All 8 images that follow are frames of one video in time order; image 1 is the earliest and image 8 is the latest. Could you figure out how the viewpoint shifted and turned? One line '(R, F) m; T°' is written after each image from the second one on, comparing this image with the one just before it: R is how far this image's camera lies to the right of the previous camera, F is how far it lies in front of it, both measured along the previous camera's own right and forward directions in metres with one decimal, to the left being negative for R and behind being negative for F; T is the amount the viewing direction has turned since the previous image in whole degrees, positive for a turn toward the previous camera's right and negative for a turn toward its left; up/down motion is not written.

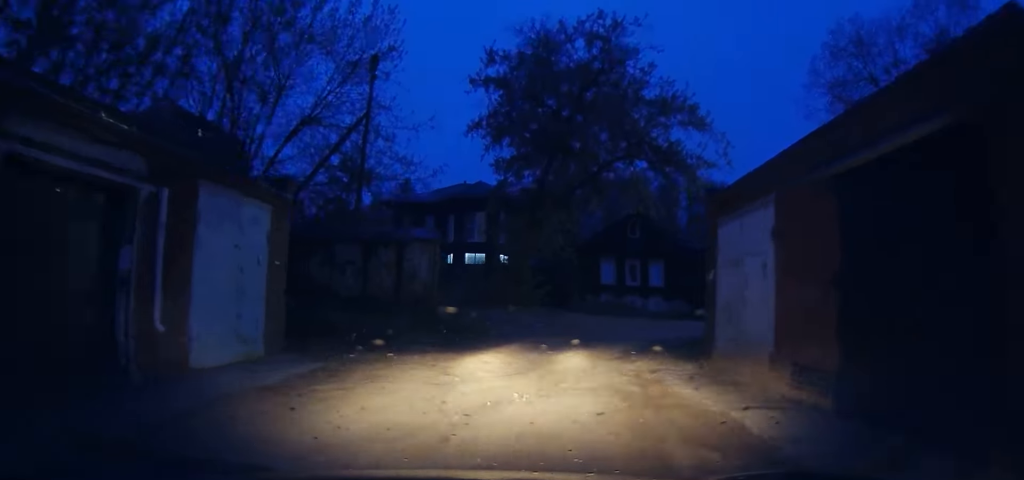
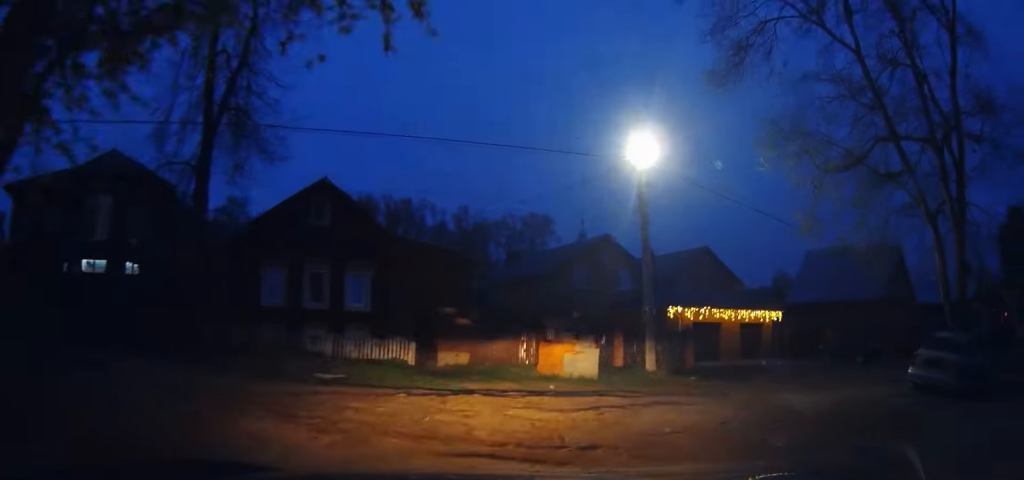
(+2.3, +13.3) m; +24°
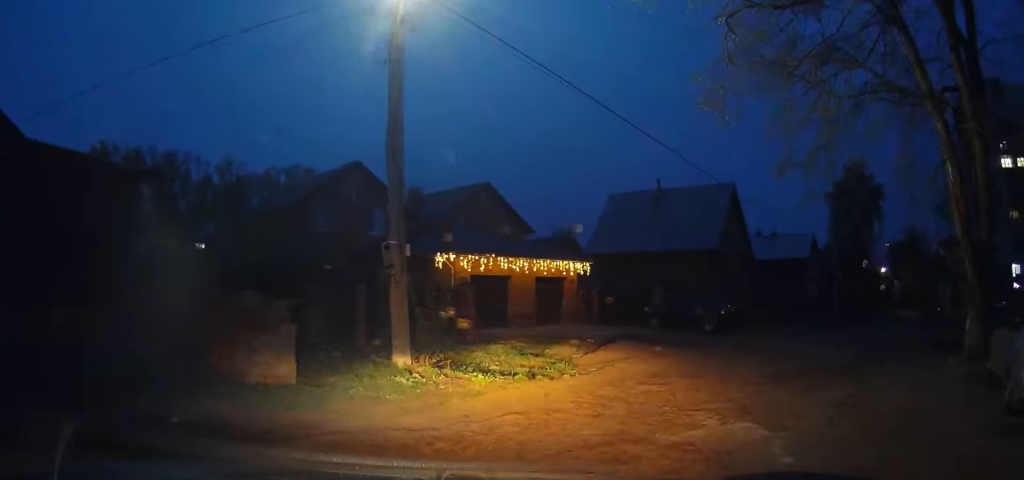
(+2.8, +11.8) m; +32°
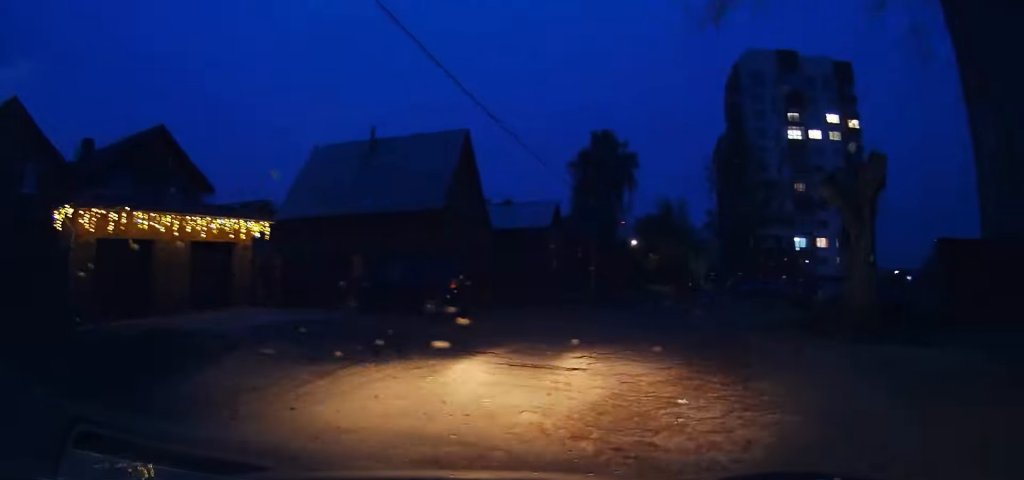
(+2.4, +9.7) m; +19°
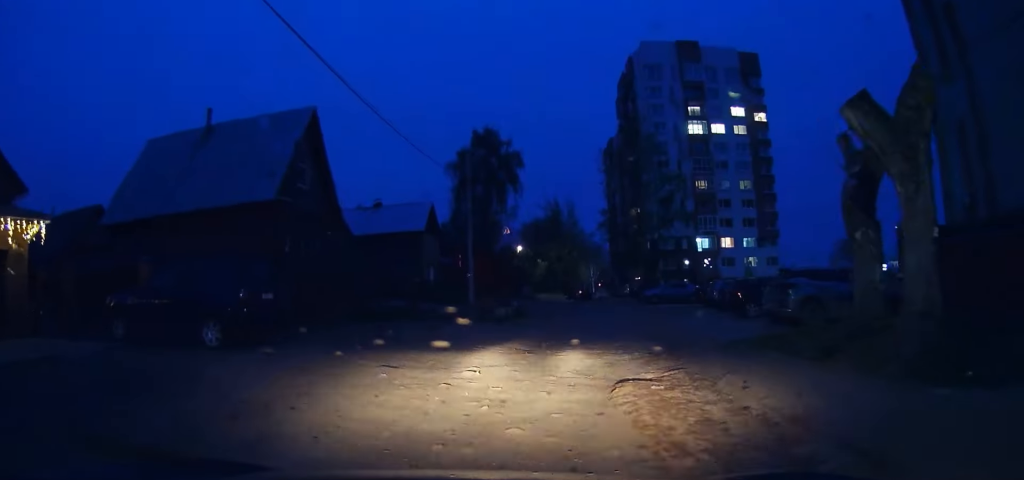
(+0.1, +7.0) m; +10°
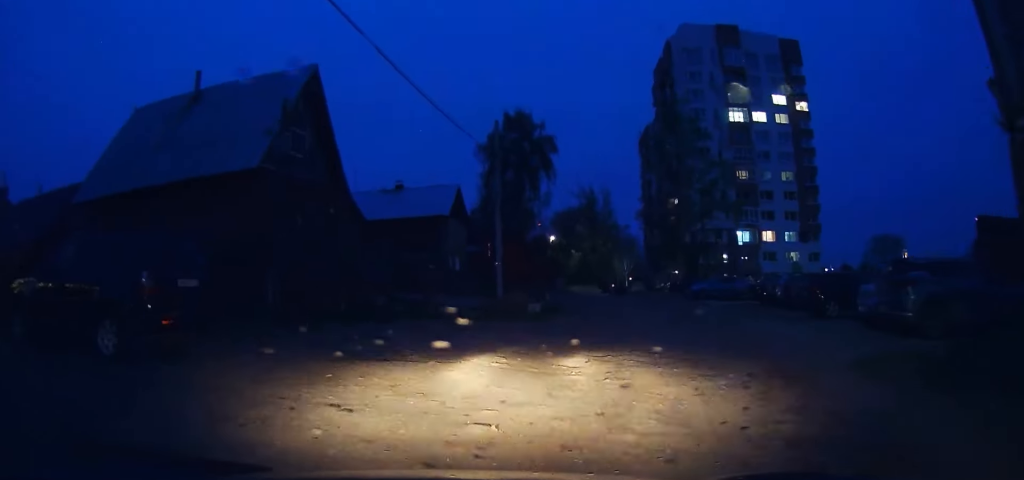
(+0.6, +4.8) m; +10°
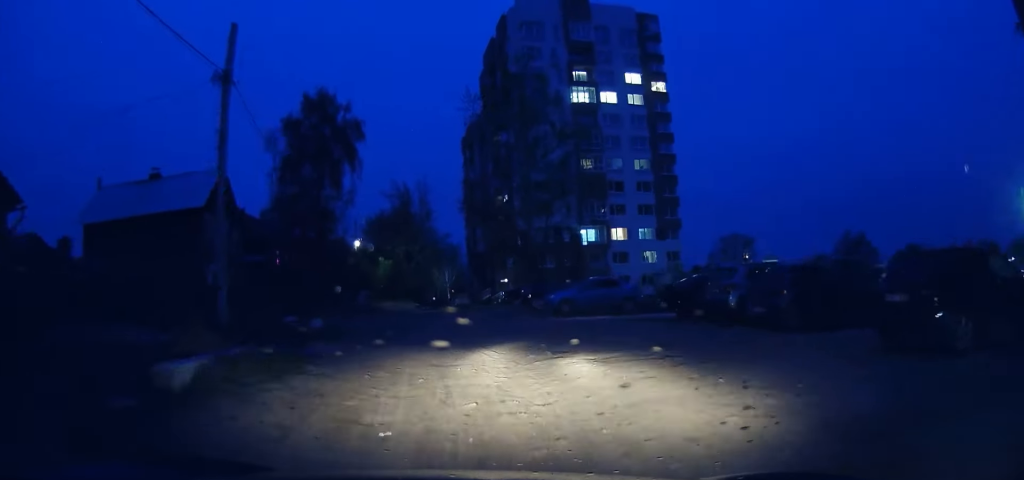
(+2.7, +12.1) m; +13°
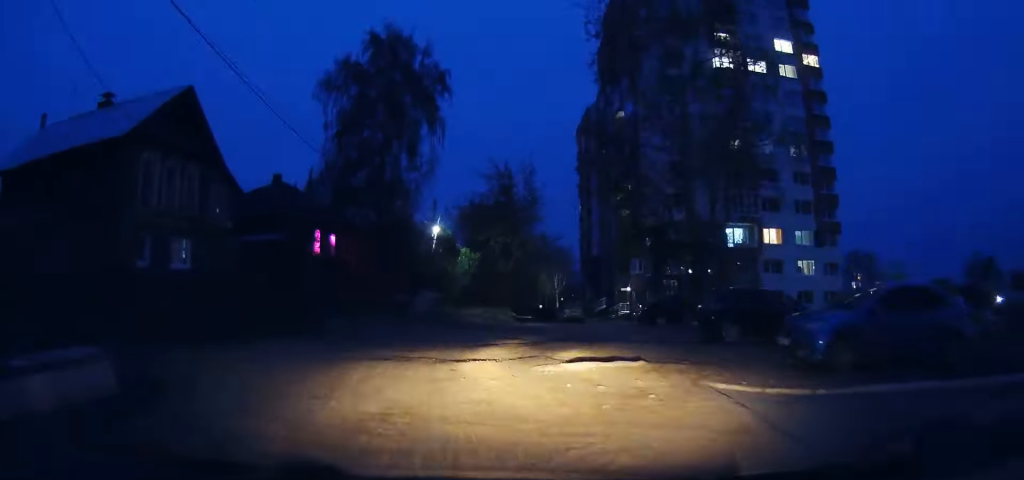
(-0.9, +14.0) m; -11°
